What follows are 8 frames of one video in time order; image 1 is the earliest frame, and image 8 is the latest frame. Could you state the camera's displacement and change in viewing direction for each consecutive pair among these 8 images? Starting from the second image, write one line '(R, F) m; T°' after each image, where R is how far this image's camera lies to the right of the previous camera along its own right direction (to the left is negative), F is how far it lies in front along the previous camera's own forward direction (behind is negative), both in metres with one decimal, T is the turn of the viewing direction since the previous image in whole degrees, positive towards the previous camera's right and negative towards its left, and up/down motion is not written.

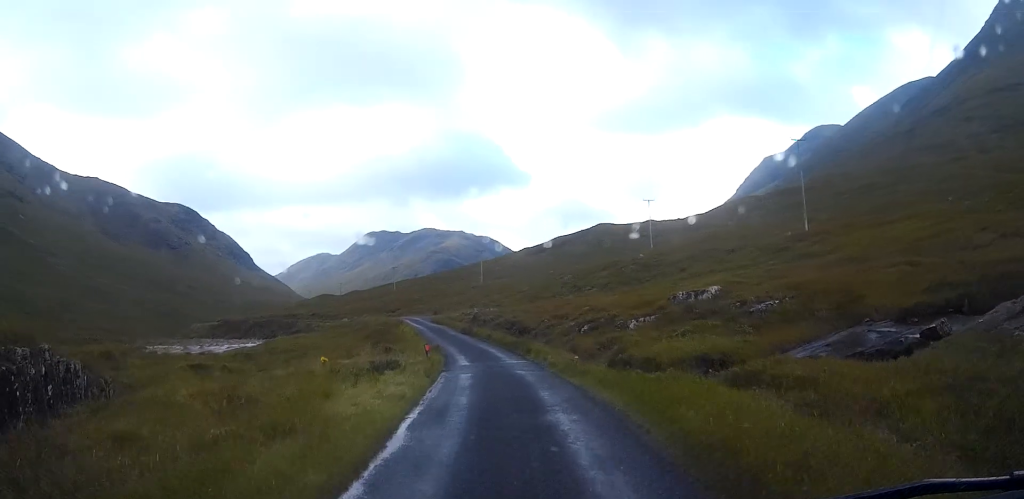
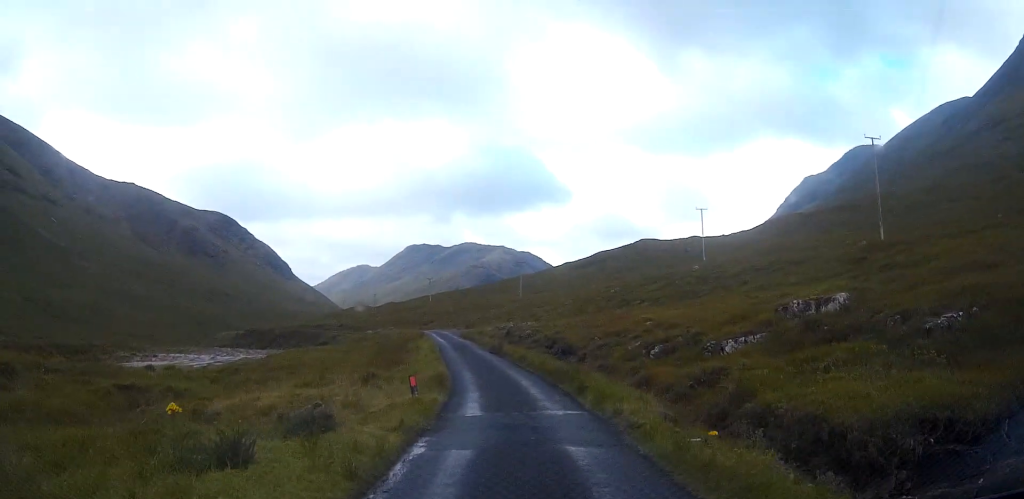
(-0.1, +9.8) m; -2°
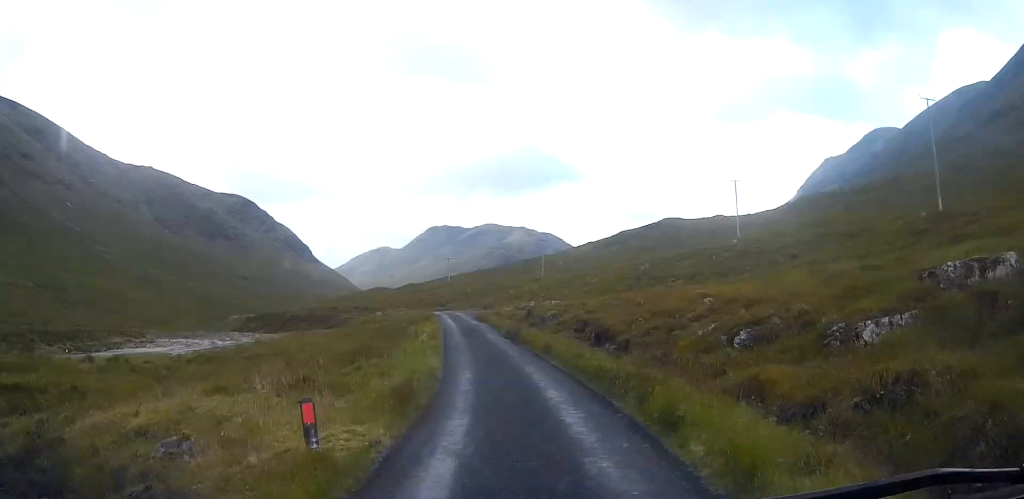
(-0.1, +8.0) m; -2°
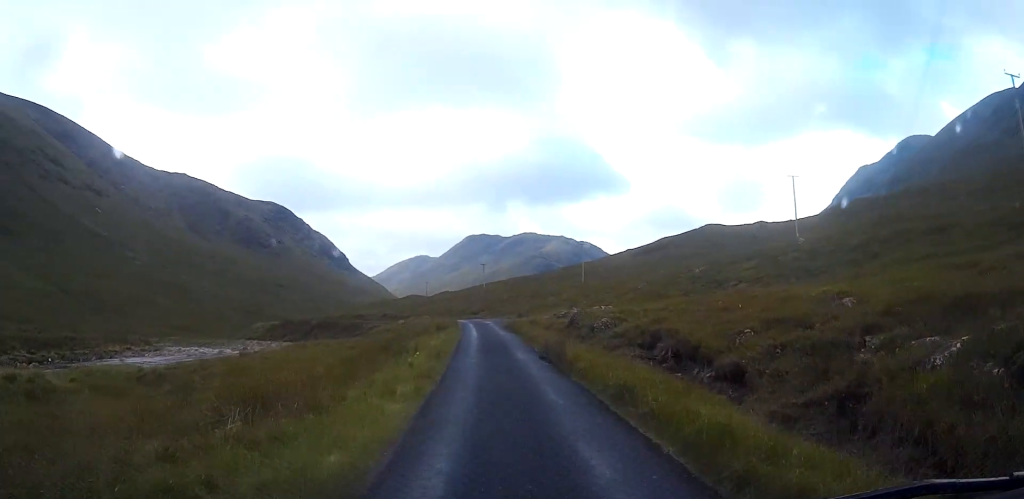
(-0.3, +10.2) m; -3°
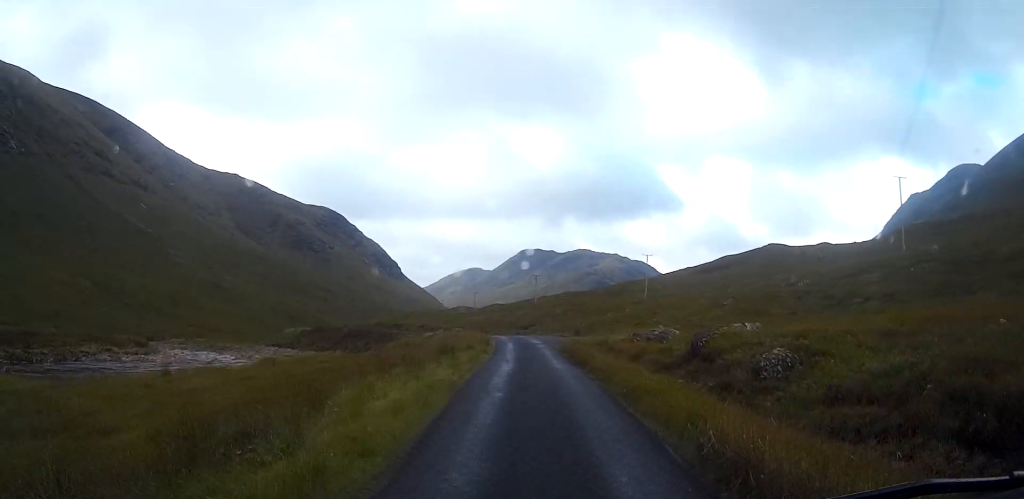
(-0.5, +17.3) m; -3°
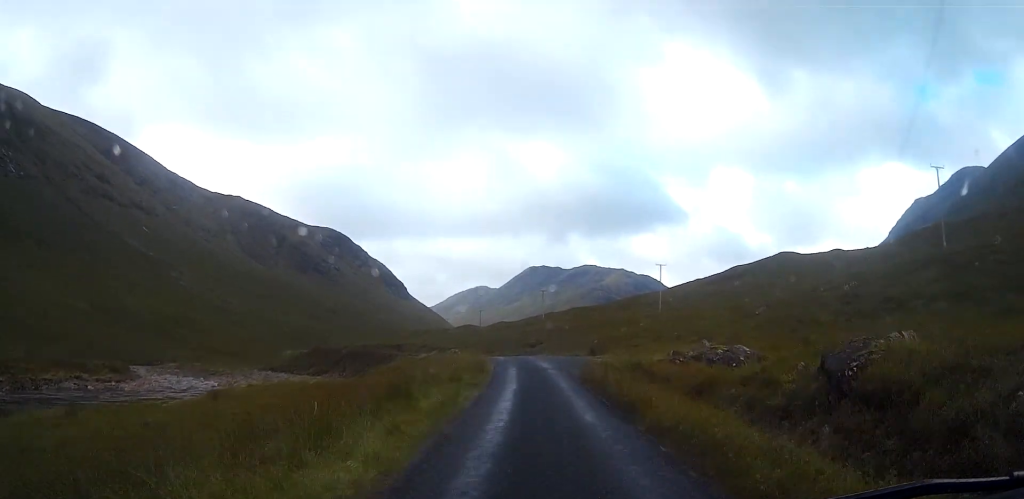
(0.0, +8.5) m; -2°
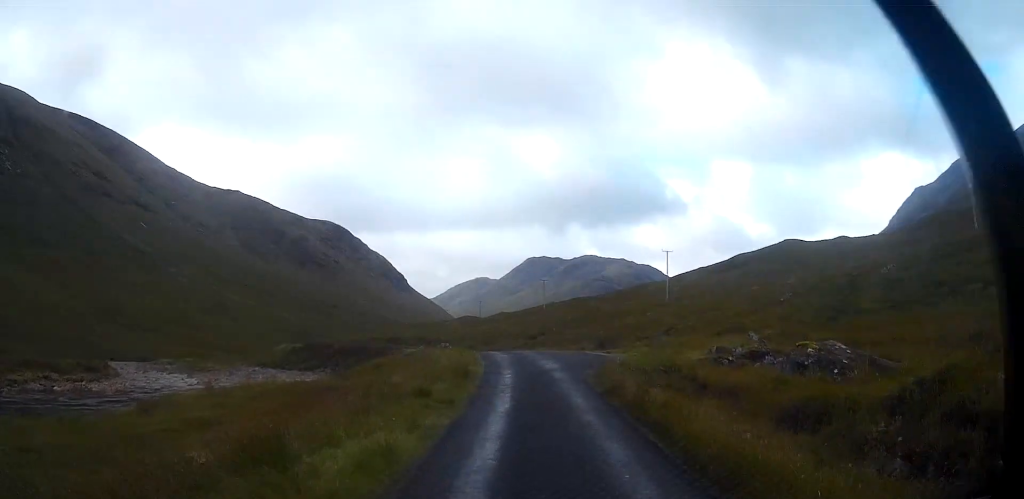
(-0.2, +6.5) m; -1°
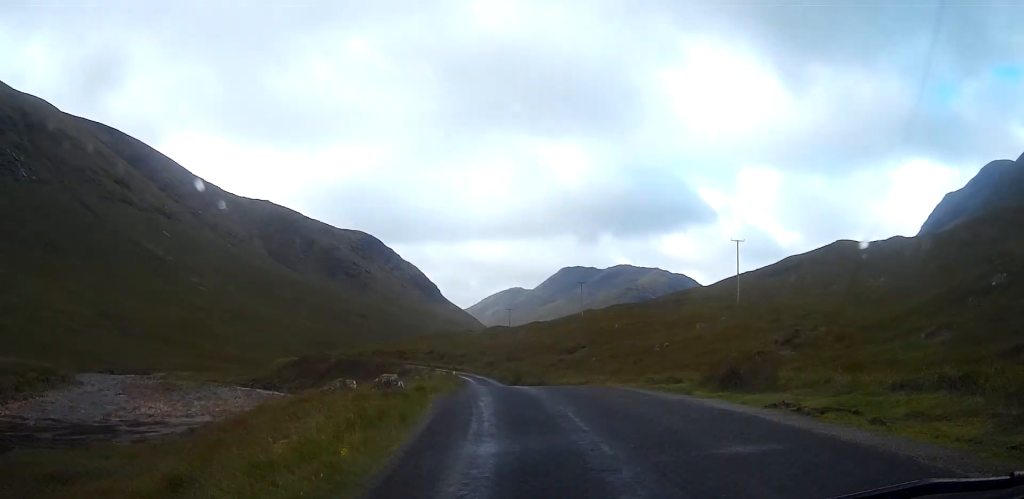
(-0.5, +27.0) m; -2°
